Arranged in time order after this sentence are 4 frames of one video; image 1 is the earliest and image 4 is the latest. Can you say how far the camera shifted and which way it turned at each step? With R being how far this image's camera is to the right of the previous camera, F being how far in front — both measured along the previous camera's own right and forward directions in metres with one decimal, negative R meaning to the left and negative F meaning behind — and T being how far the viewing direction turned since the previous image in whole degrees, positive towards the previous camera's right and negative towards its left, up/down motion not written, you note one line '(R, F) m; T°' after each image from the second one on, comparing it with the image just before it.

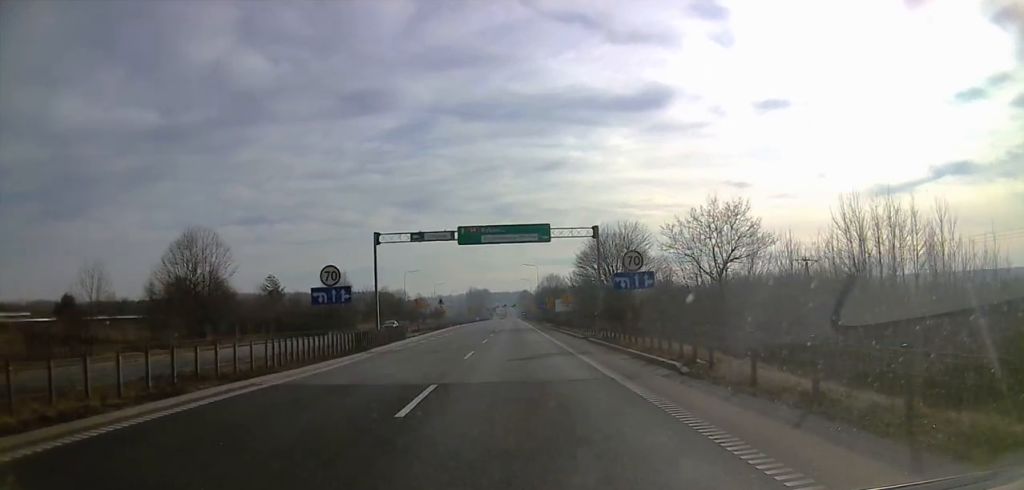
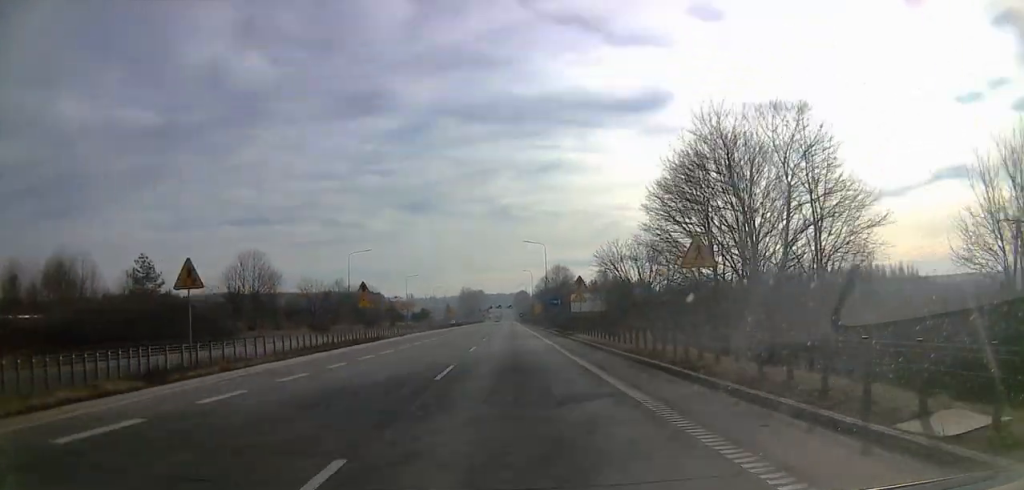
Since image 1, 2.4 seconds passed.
(-0.9, +43.5) m; -1°
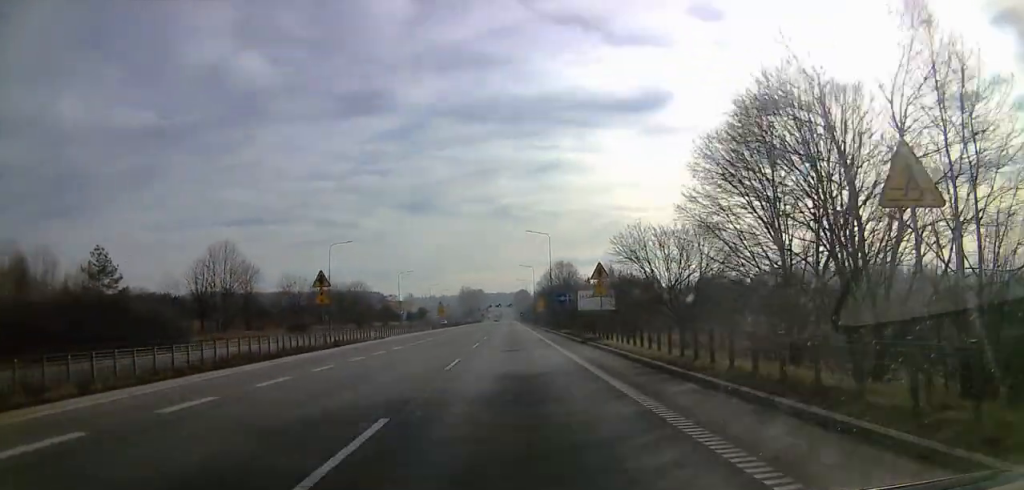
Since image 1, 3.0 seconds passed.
(0.0, +9.9) m; 0°
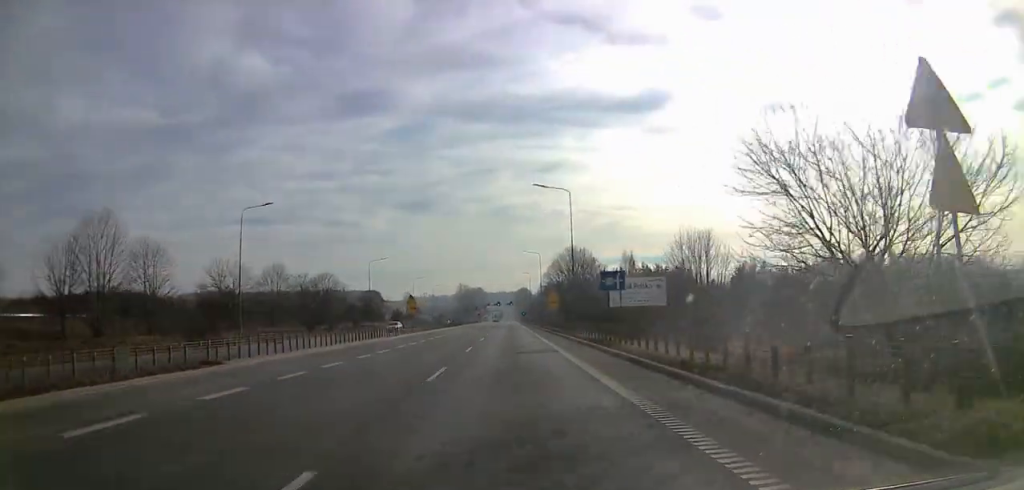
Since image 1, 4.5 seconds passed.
(0.0, +27.5) m; 0°
